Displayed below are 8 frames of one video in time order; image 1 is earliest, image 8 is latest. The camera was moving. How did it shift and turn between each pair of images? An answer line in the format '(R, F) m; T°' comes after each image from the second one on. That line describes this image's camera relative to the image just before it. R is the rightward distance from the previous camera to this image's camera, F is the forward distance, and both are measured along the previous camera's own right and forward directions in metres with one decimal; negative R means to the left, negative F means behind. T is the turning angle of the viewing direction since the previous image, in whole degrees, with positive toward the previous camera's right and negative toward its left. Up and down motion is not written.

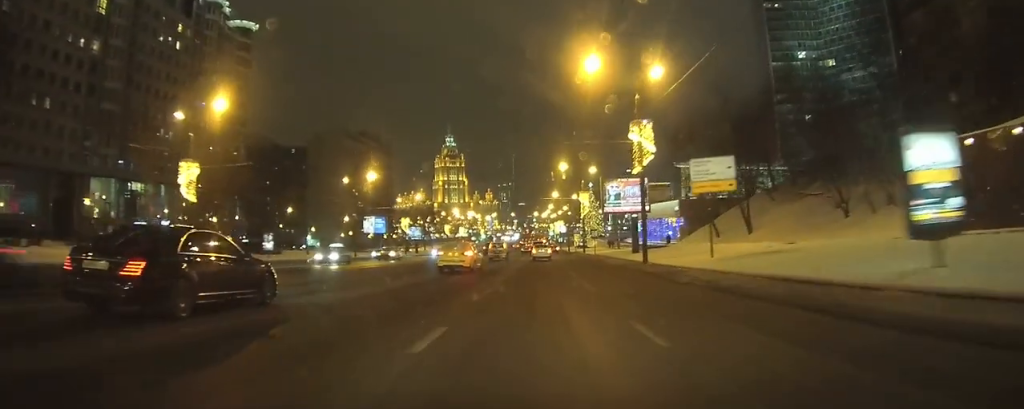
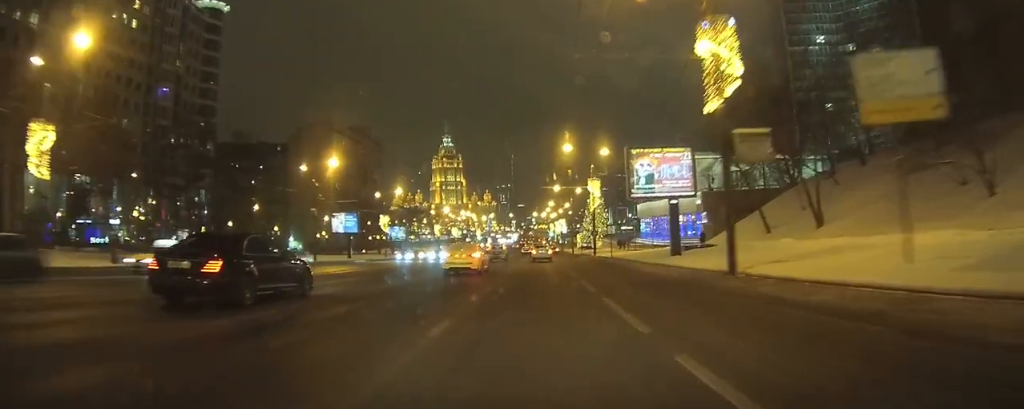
(0.0, +14.8) m; 0°
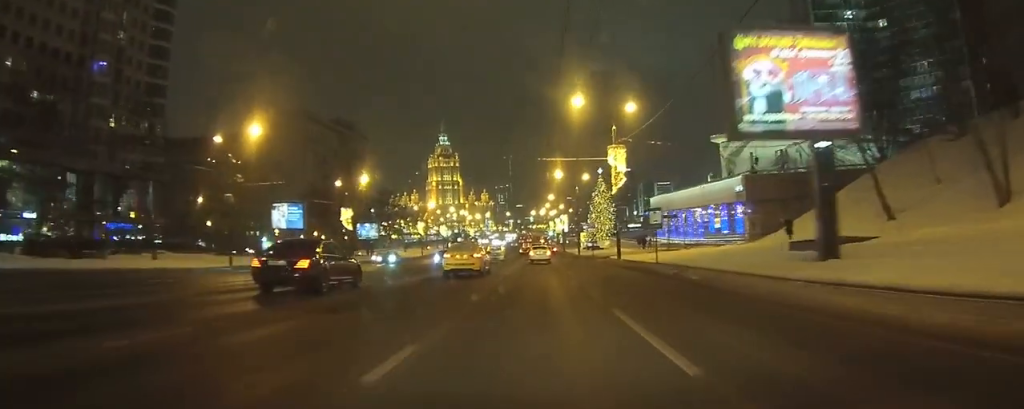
(+0.2, +18.9) m; +1°
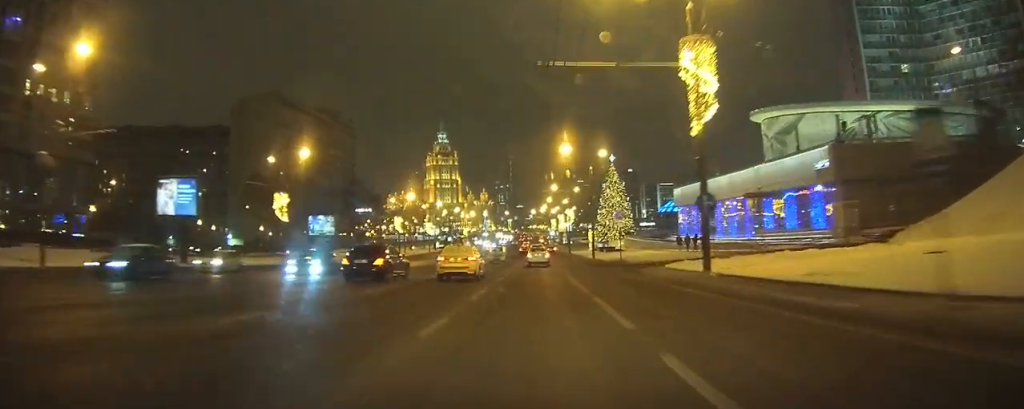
(+0.1, +21.4) m; +1°
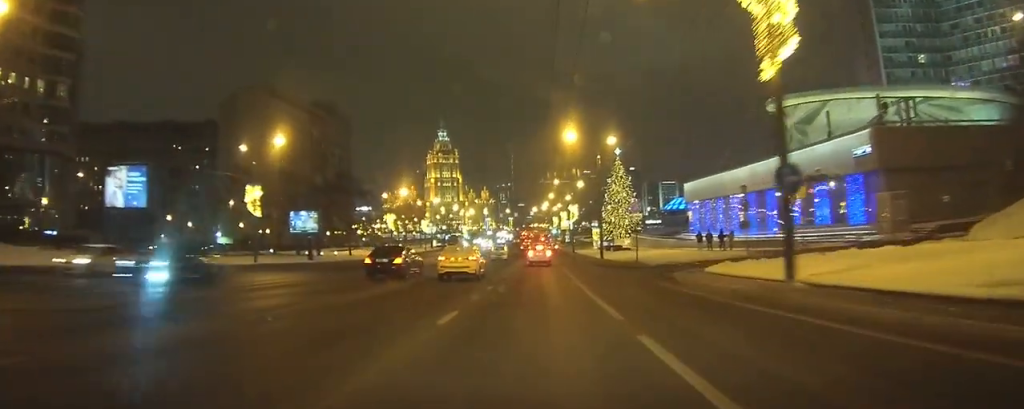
(0.0, +6.5) m; +1°
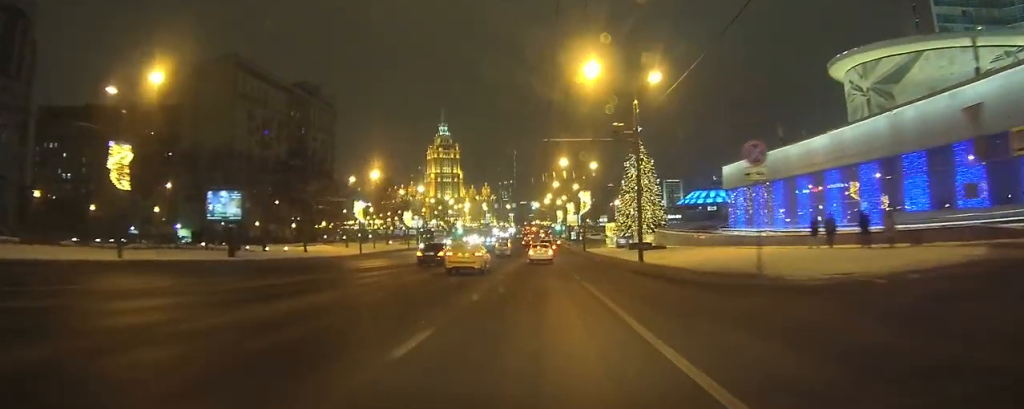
(+0.3, +19.5) m; 0°
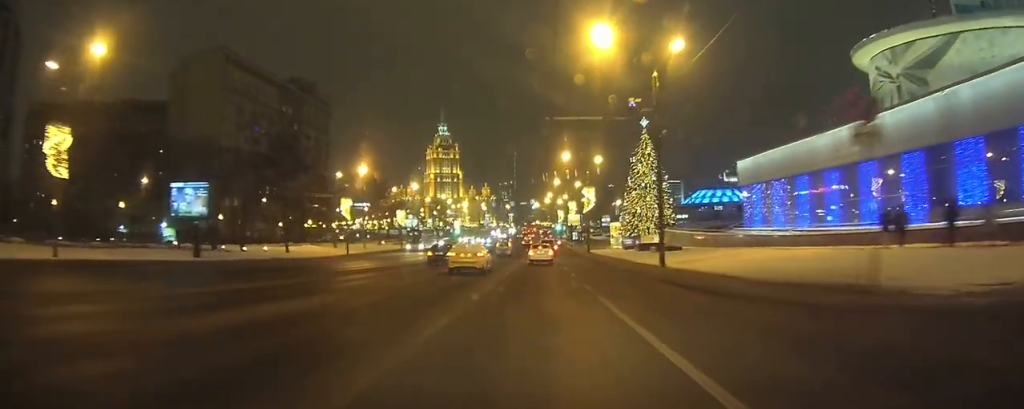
(0.0, +5.5) m; 0°
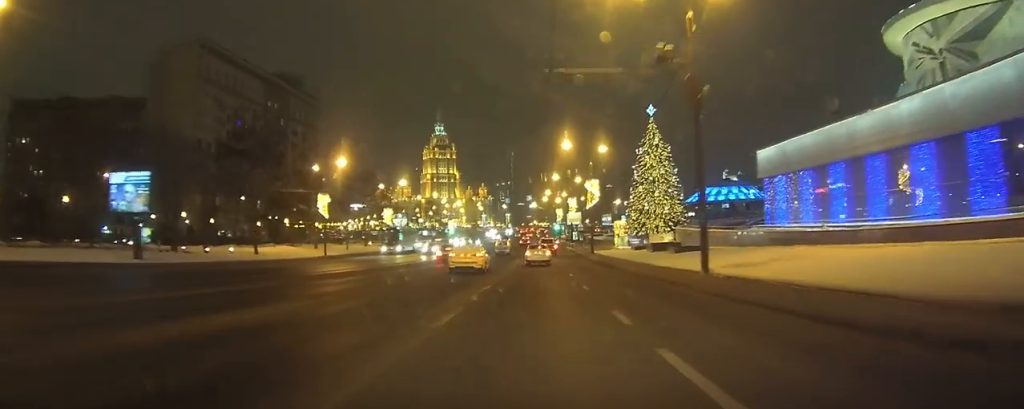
(0.0, +6.9) m; -1°
